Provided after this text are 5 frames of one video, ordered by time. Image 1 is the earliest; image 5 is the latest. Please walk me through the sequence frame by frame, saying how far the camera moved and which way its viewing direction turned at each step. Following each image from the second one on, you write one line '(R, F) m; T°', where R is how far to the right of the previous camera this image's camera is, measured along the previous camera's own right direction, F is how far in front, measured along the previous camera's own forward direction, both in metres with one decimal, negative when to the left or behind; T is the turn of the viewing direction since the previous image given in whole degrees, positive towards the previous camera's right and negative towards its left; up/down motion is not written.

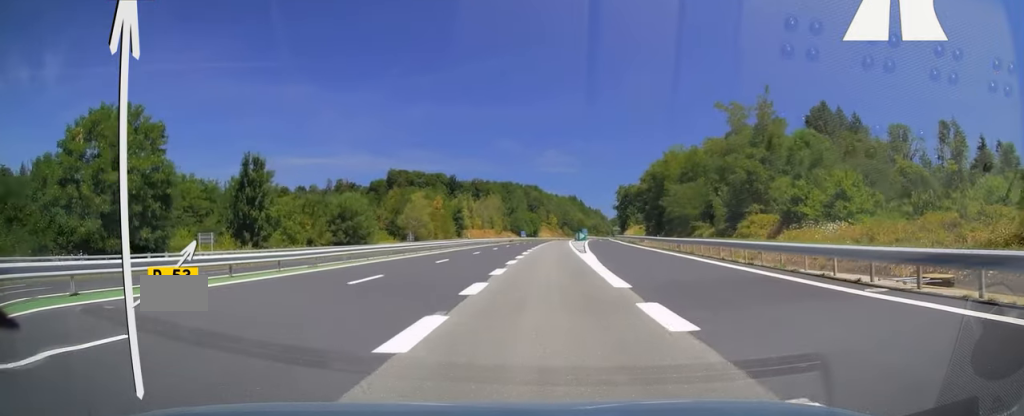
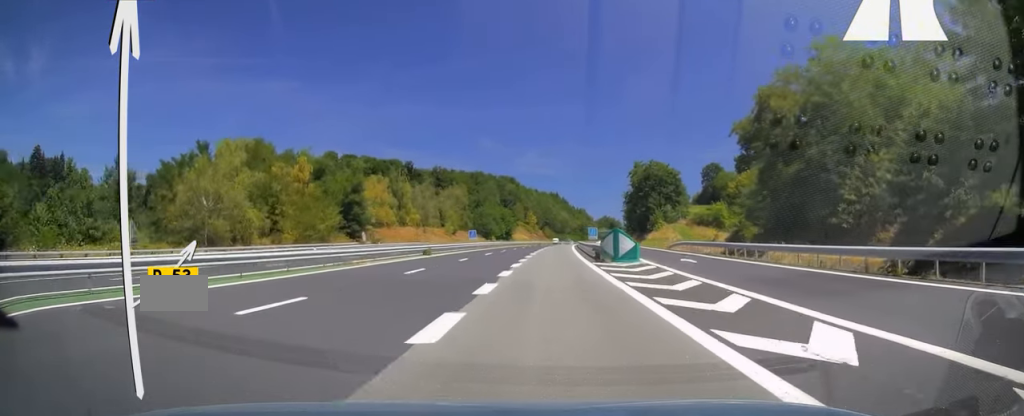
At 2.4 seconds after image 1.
(+0.6, +71.2) m; +1°
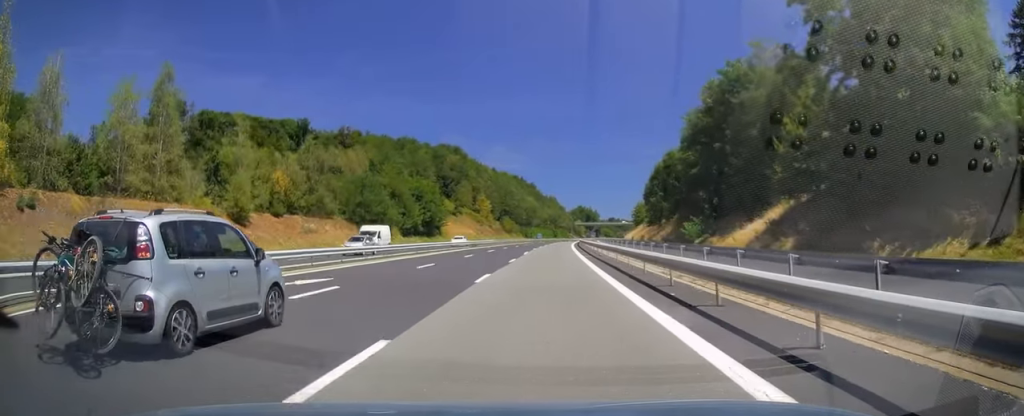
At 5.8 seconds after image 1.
(+3.4, +100.4) m; +4°
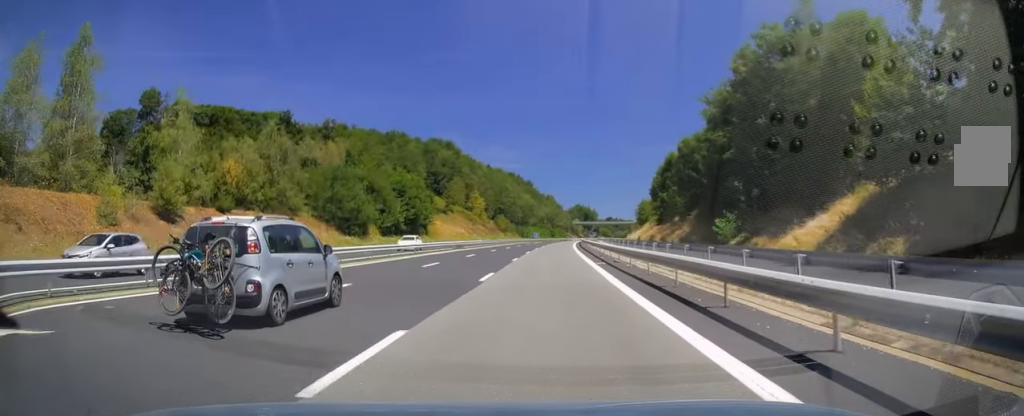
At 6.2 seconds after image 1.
(0.0, +12.3) m; 0°
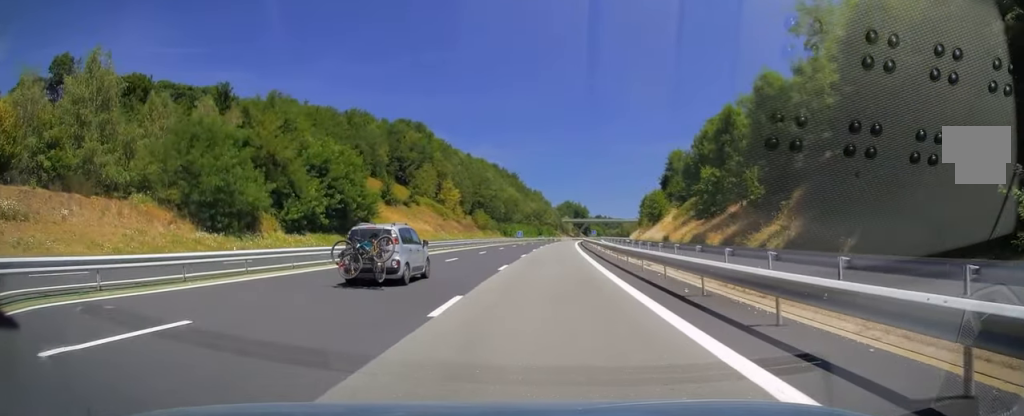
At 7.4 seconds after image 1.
(+0.1, +34.1) m; 0°
